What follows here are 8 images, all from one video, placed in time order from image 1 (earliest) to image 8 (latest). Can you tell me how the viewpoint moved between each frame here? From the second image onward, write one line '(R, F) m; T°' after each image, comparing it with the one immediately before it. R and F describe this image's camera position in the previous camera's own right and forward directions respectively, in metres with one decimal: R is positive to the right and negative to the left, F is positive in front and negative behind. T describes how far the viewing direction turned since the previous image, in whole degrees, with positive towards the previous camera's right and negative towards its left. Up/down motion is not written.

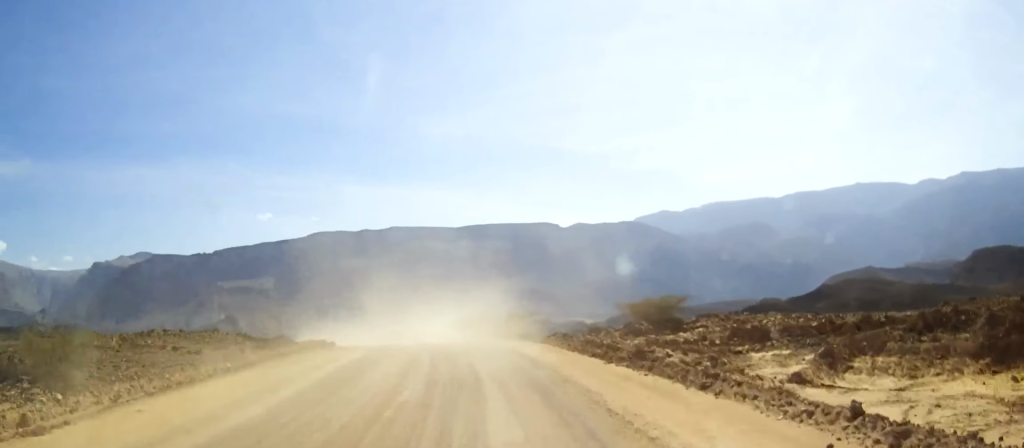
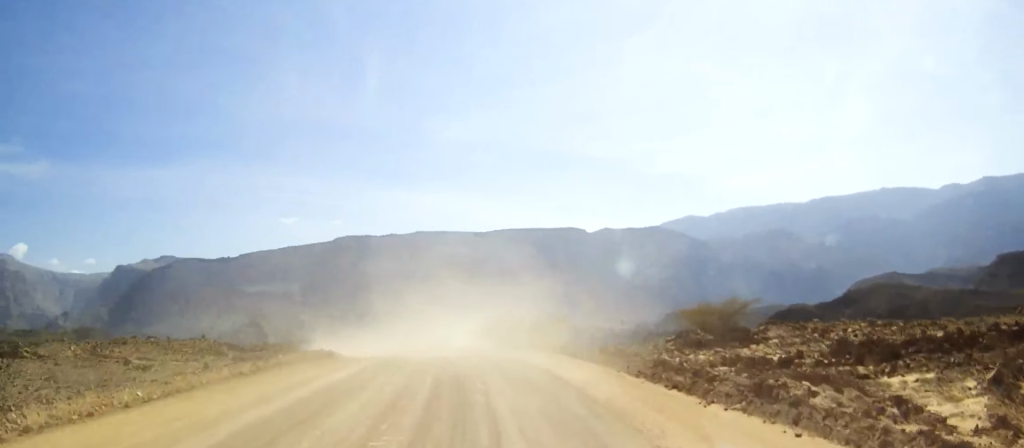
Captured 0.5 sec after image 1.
(-0.1, +6.6) m; -2°
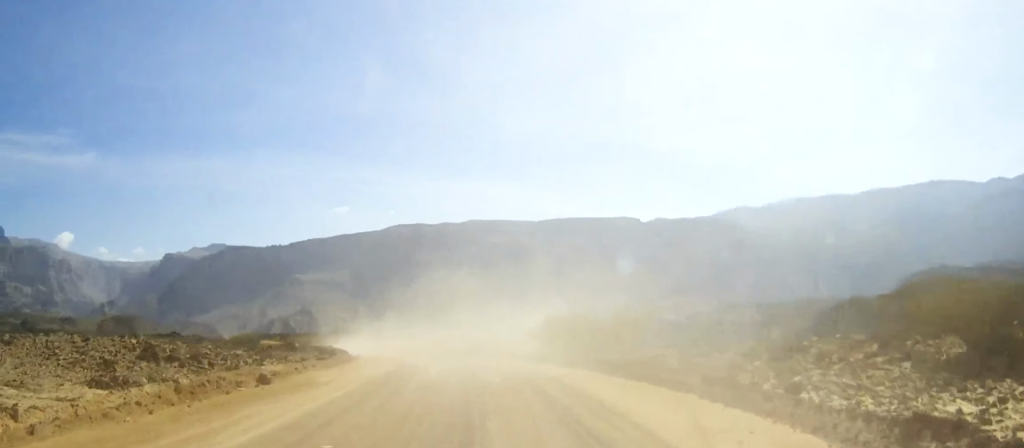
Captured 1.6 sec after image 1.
(-0.6, +14.8) m; -5°
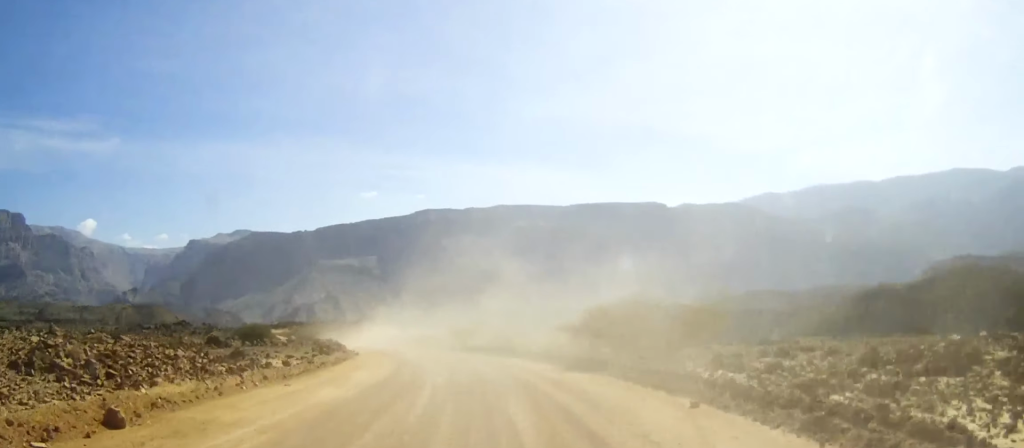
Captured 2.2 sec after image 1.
(-0.1, +8.2) m; -2°
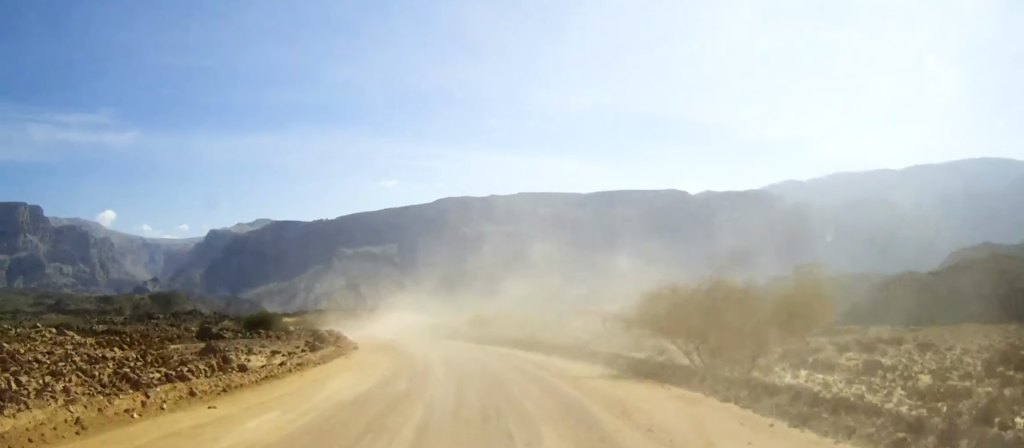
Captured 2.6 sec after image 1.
(-0.2, +6.2) m; -2°
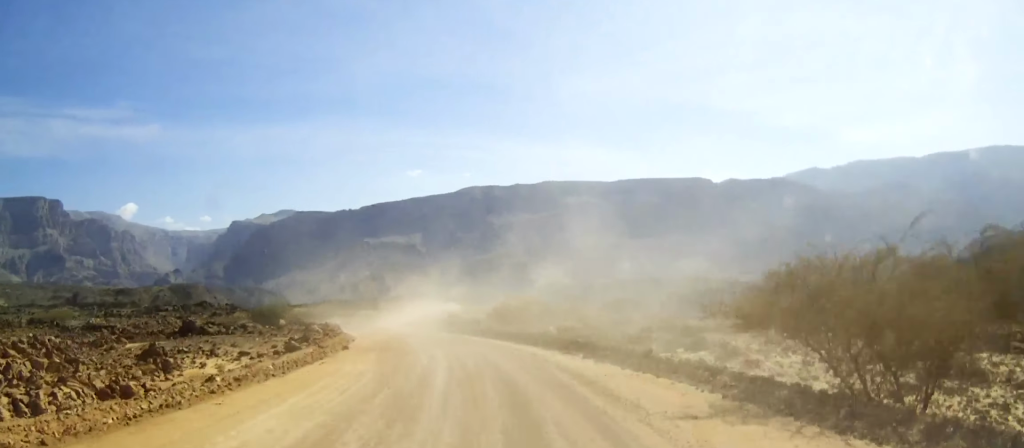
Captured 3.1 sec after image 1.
(-0.1, +6.8) m; -2°
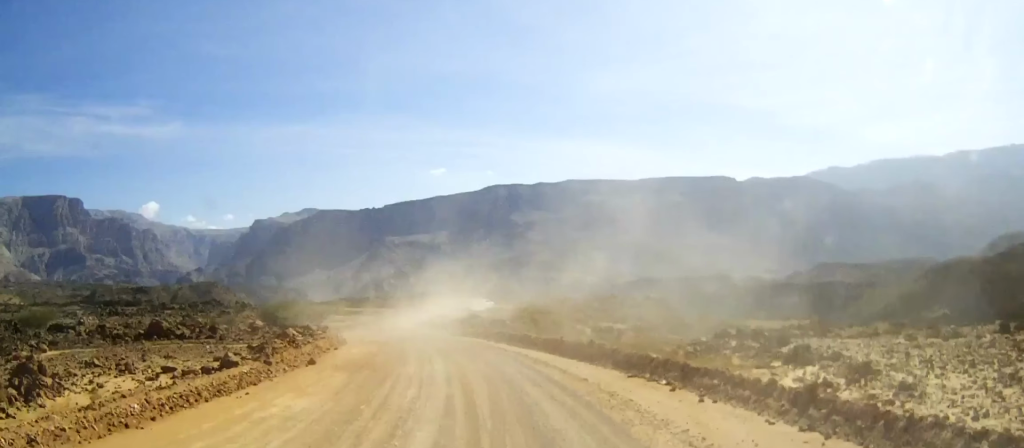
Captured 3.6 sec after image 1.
(-0.2, +7.9) m; -2°
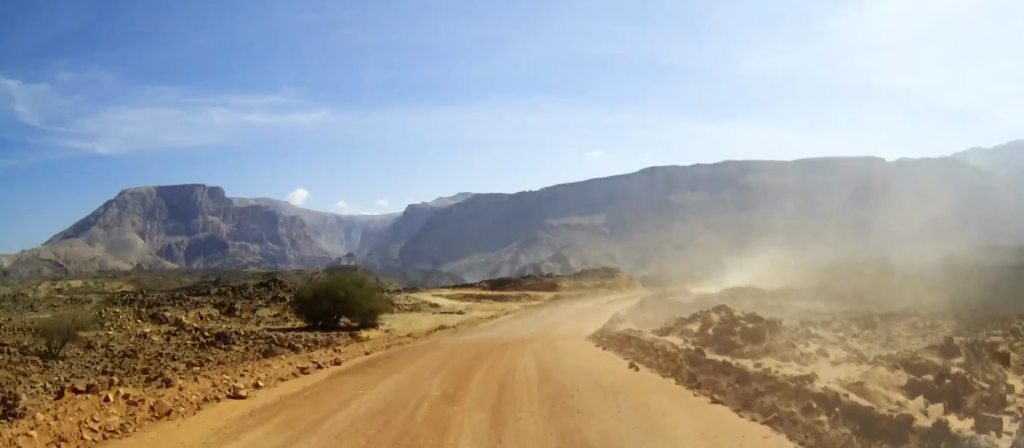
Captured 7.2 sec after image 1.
(-6.8, +49.4) m; -13°
